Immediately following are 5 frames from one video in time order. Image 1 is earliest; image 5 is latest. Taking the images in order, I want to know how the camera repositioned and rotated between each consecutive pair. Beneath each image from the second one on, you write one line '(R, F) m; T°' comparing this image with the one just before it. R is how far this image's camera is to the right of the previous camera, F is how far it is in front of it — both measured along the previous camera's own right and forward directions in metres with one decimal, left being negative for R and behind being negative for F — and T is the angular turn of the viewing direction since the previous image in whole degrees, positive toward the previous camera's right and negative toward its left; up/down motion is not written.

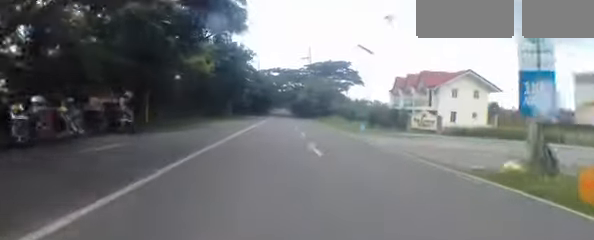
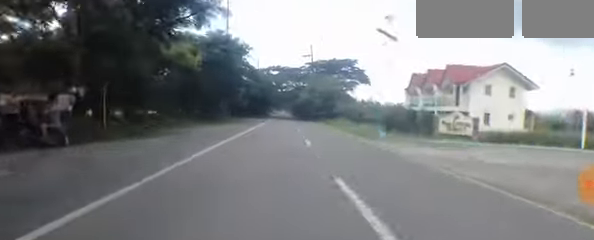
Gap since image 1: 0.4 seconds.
(-0.1, +6.4) m; -1°
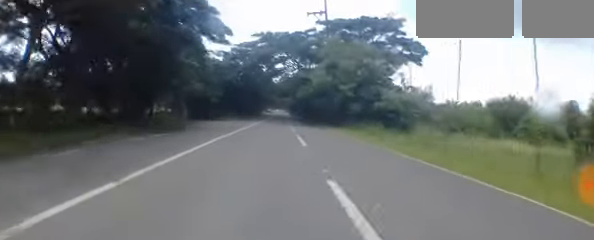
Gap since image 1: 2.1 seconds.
(-0.5, +28.2) m; 0°
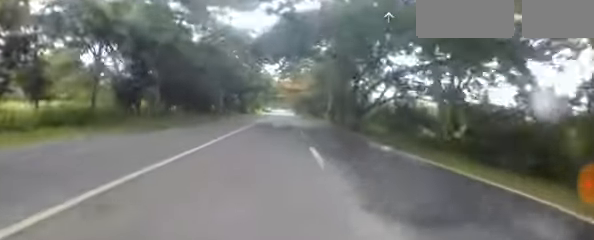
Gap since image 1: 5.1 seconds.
(+1.0, +50.9) m; +1°
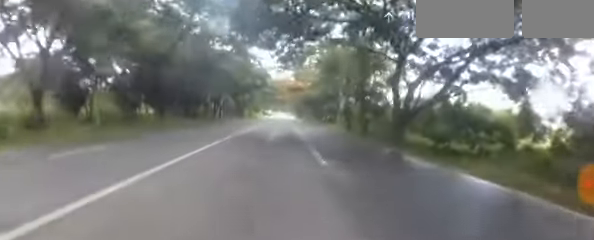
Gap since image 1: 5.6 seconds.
(-0.1, +9.0) m; +1°
